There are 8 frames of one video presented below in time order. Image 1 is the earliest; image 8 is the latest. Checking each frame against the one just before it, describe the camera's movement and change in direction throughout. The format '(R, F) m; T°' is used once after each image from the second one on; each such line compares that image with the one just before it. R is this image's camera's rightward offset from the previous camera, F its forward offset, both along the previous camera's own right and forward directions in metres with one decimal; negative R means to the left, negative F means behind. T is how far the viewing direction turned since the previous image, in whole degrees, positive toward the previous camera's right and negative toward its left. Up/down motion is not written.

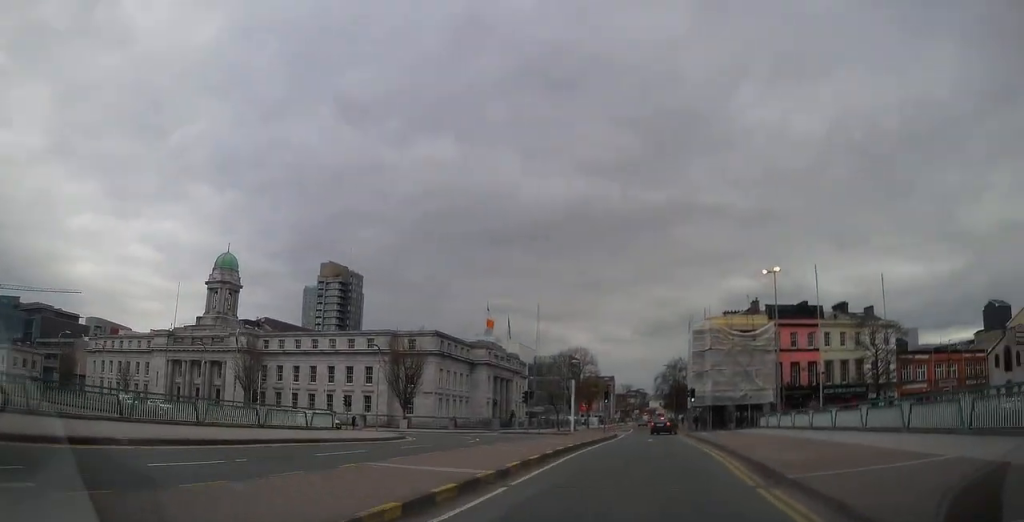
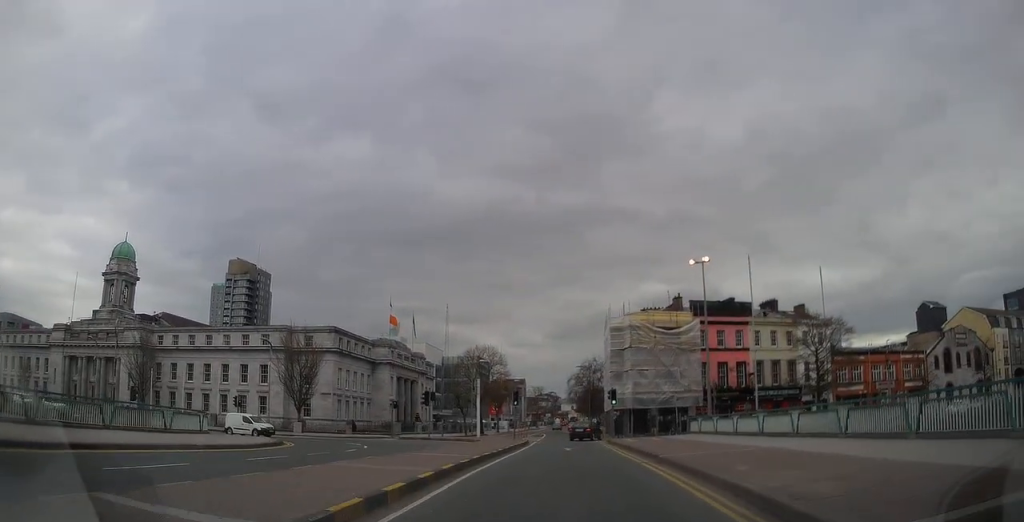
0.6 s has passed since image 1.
(+1.2, +4.9) m; +19°
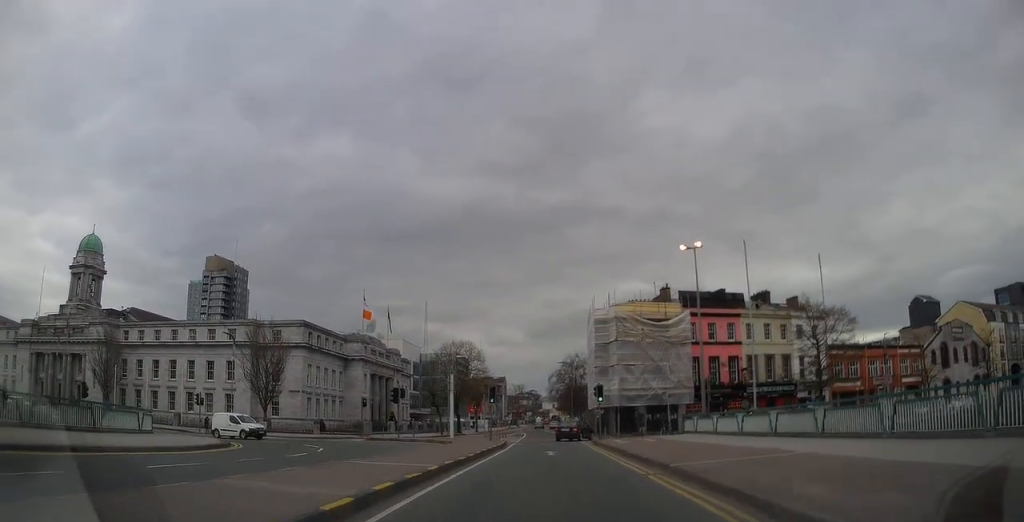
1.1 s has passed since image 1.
(+0.4, +3.2) m; +4°
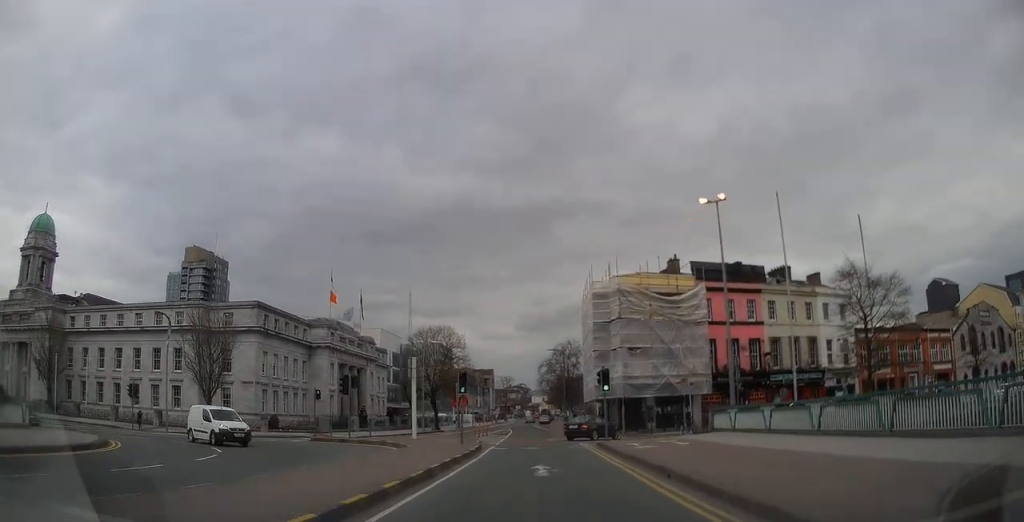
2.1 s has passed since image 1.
(+0.6, +7.6) m; +5°
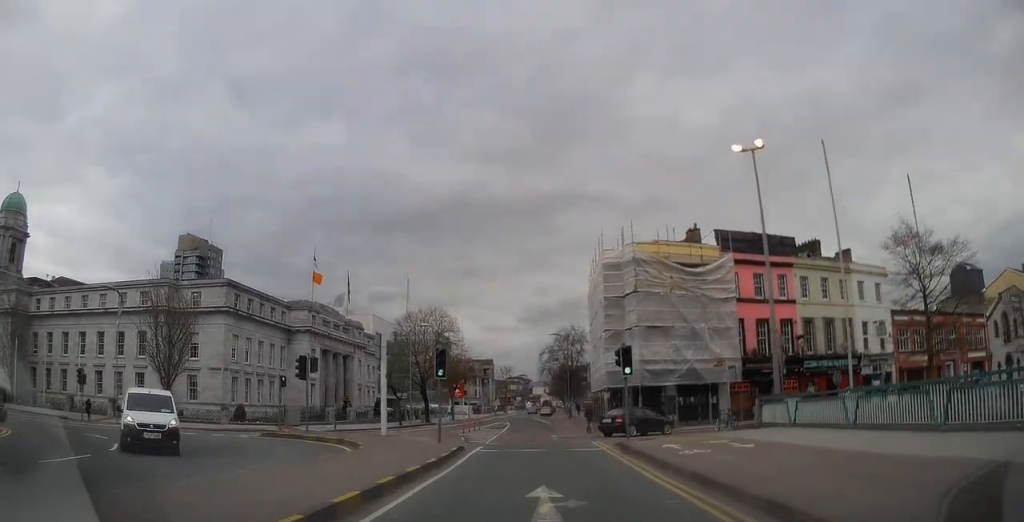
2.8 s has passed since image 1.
(-0.1, +5.7) m; +1°
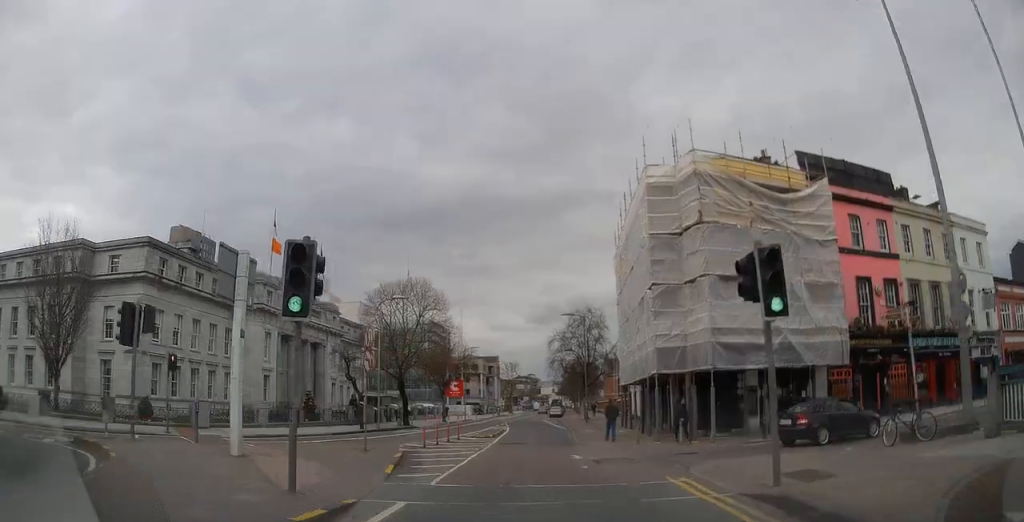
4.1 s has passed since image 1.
(+0.3, +13.3) m; 0°
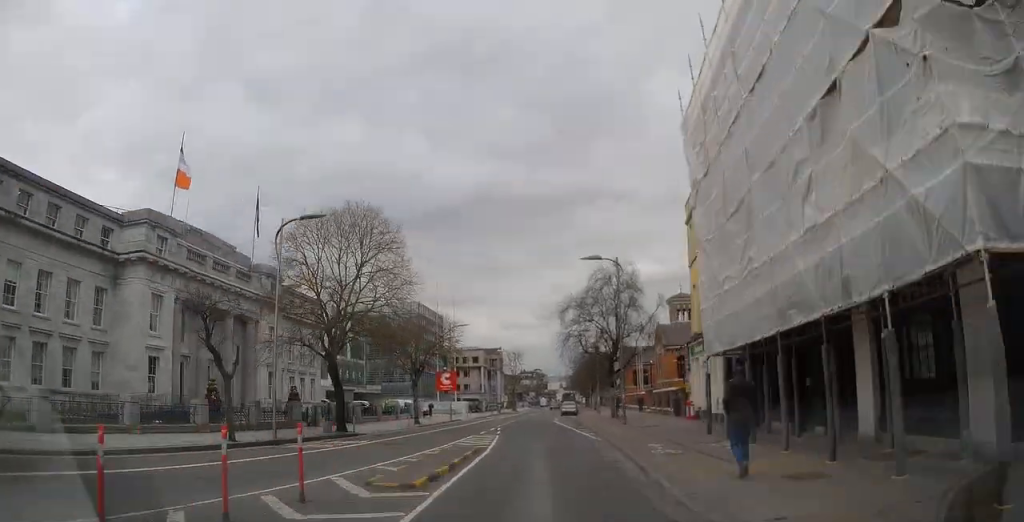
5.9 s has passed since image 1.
(-0.6, +18.3) m; -5°
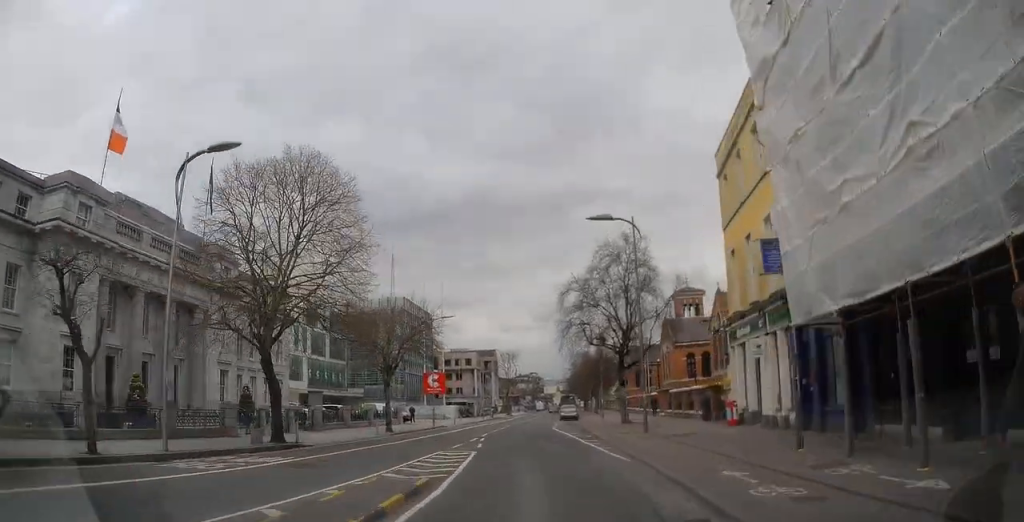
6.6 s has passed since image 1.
(-0.4, +7.4) m; -2°
